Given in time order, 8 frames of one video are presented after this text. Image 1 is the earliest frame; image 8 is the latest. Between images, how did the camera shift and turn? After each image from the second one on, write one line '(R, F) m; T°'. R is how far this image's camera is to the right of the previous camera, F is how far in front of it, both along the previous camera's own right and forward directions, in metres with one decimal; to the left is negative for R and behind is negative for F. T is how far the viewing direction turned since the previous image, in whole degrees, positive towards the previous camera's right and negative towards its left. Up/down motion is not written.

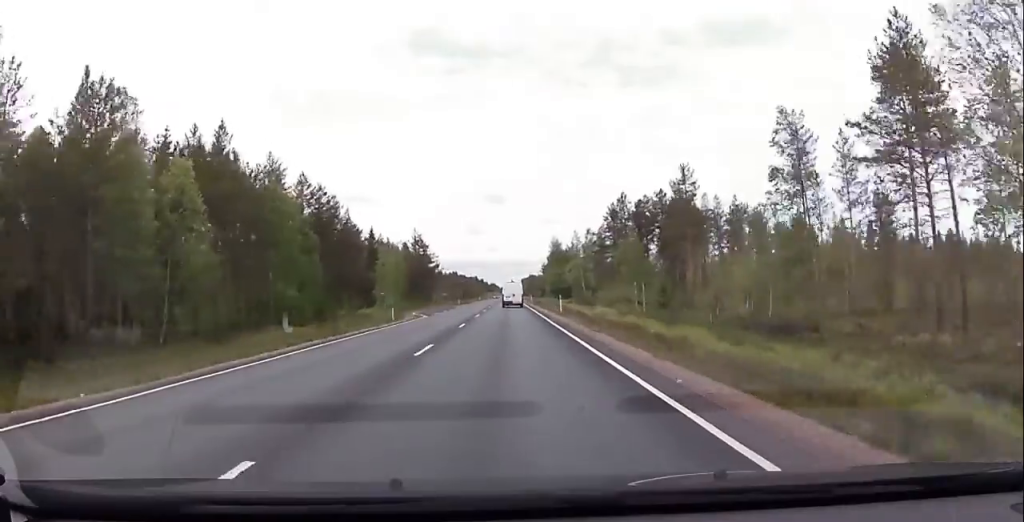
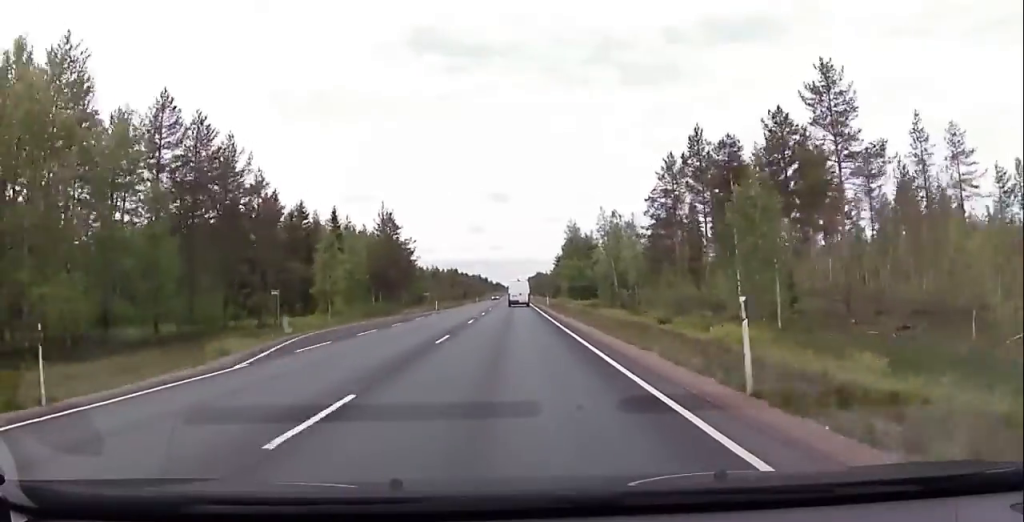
(0.0, +32.4) m; -1°
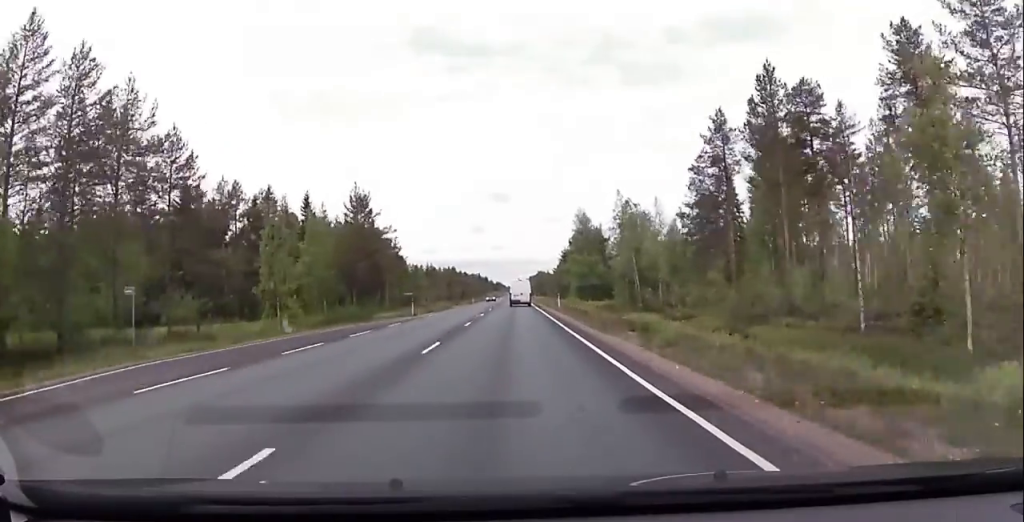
(-0.2, +15.0) m; 0°
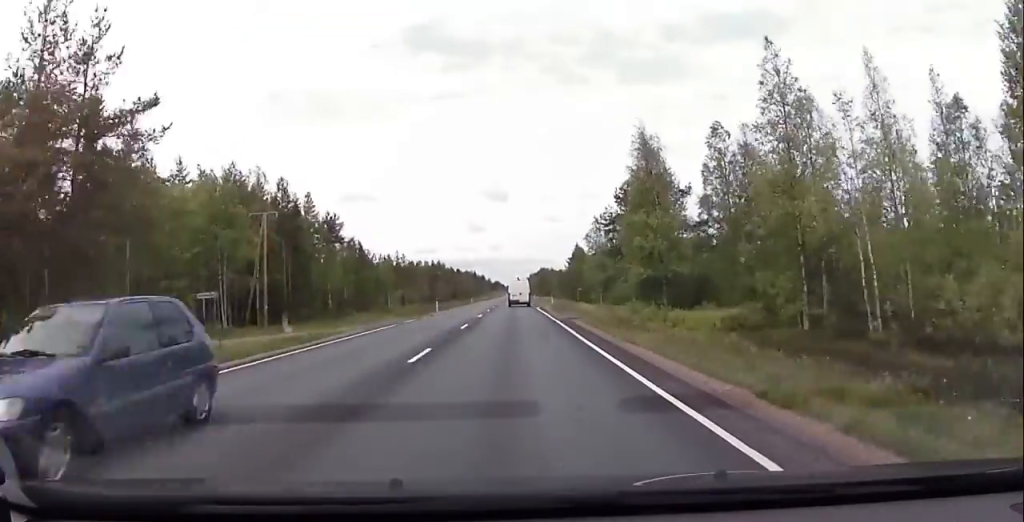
(+0.5, +49.7) m; +1°
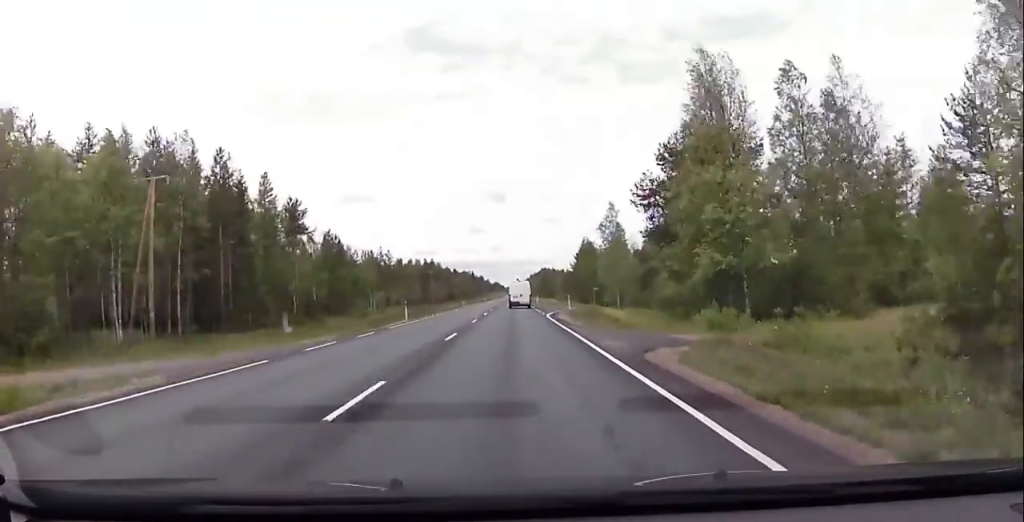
(0.0, +17.4) m; 0°
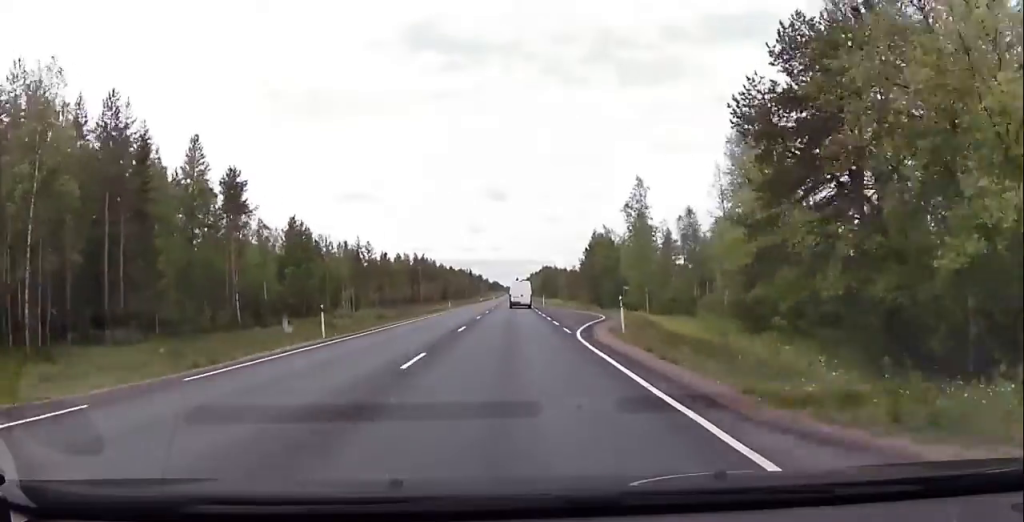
(0.0, +19.1) m; 0°
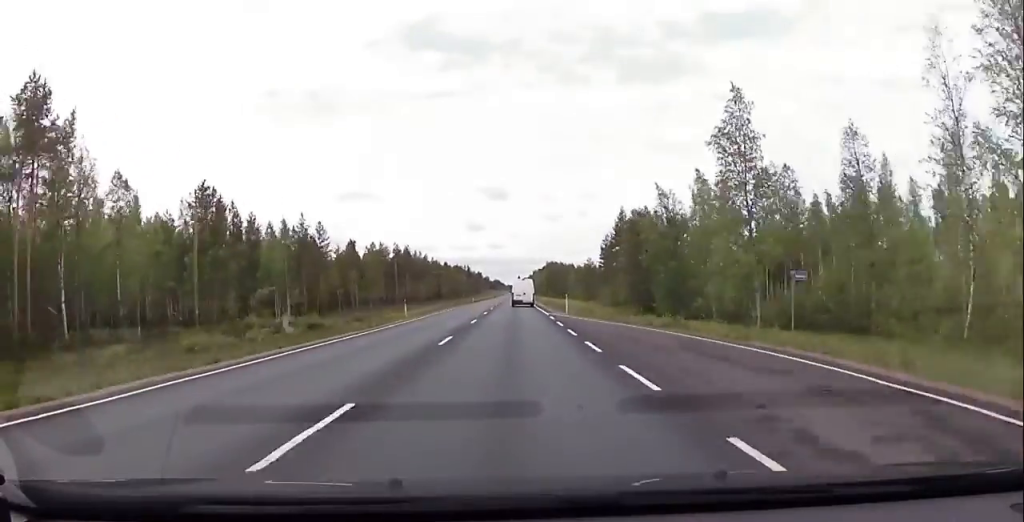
(-0.2, +30.7) m; -1°
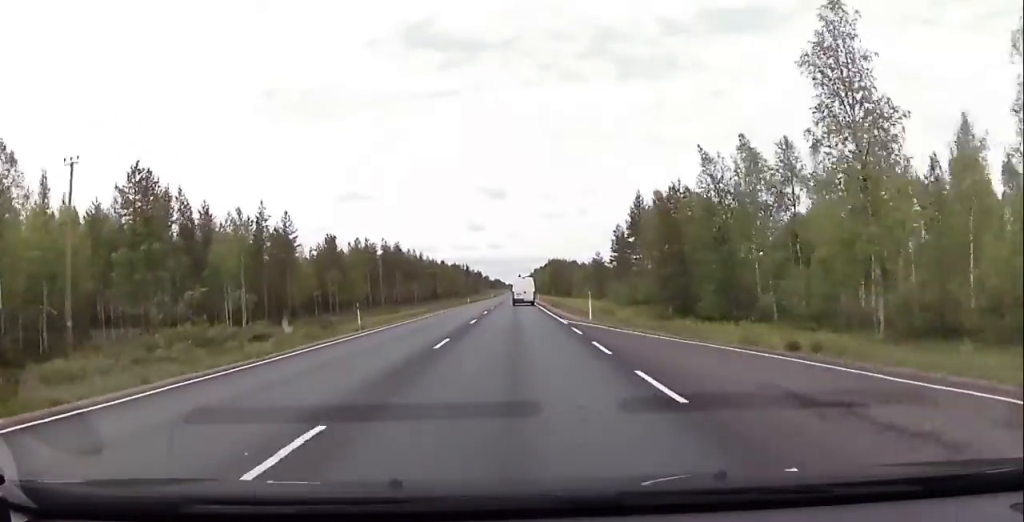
(-0.3, +13.3) m; 0°
